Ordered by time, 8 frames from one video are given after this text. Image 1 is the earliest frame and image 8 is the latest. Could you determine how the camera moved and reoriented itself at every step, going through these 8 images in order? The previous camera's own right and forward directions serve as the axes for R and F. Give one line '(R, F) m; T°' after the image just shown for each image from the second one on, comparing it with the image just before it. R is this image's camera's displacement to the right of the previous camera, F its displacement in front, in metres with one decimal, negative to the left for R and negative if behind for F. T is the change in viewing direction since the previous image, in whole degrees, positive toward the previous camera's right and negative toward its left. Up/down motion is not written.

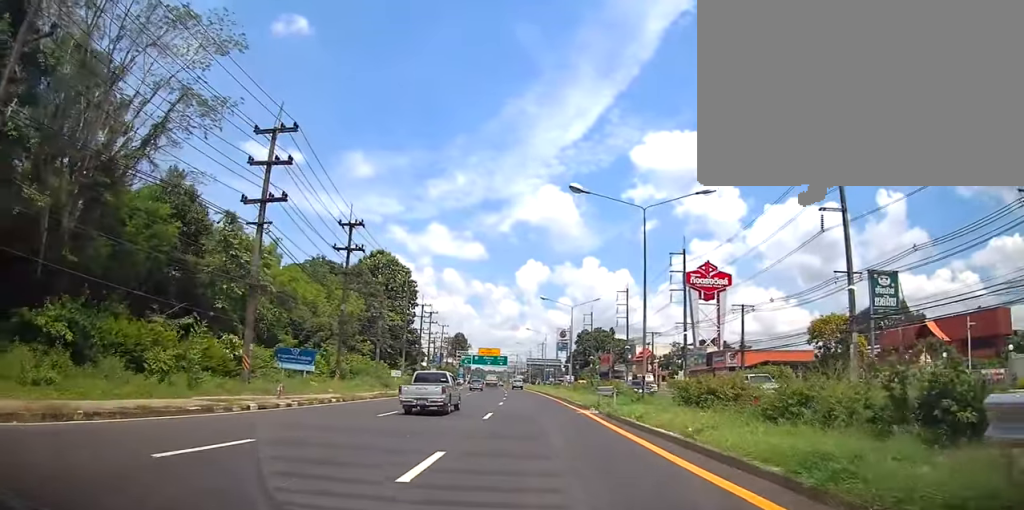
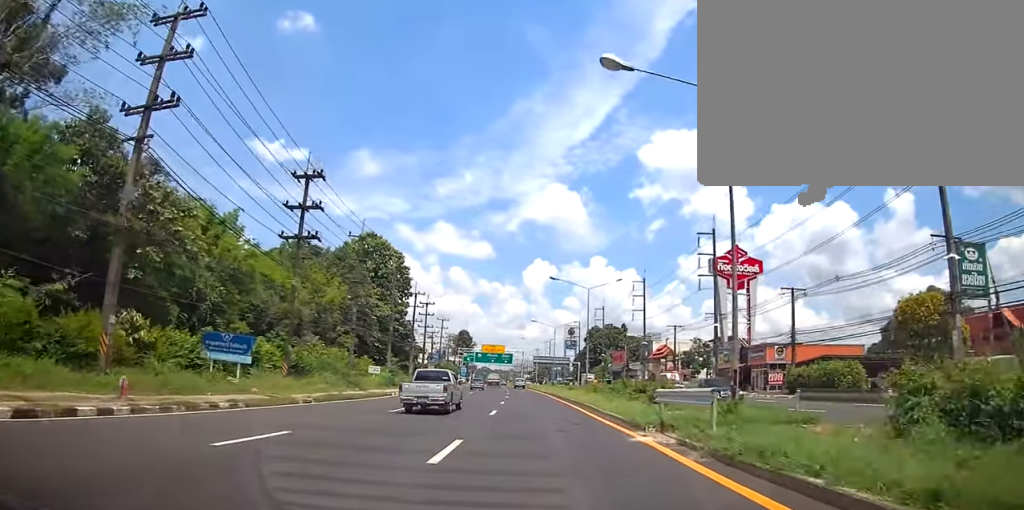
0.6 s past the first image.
(-0.1, +10.7) m; -1°
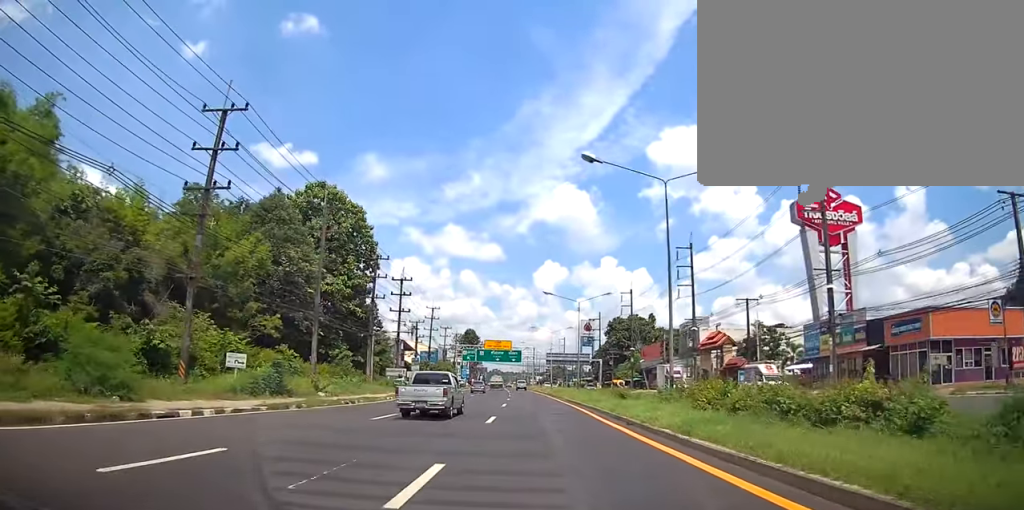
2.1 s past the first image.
(-0.6, +25.6) m; -2°
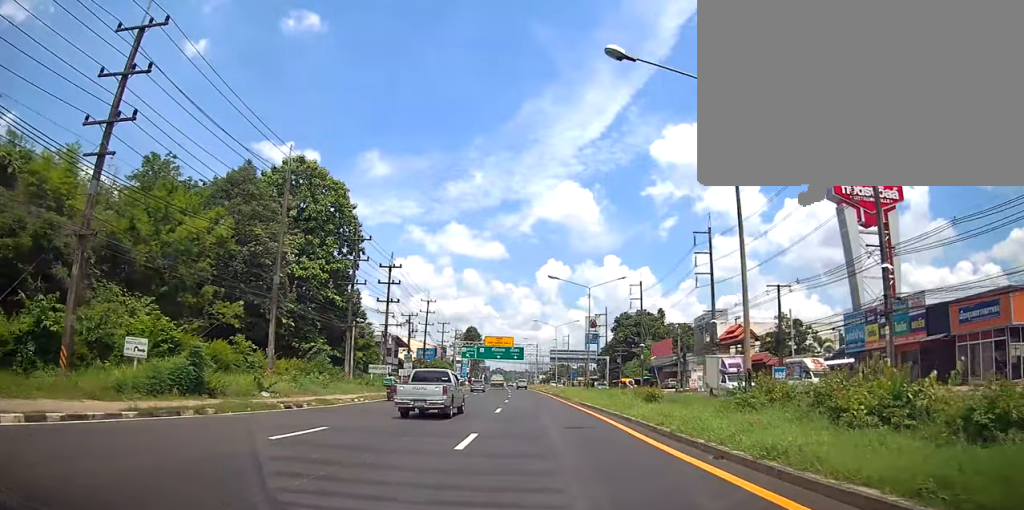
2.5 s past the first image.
(-0.1, +7.2) m; -1°
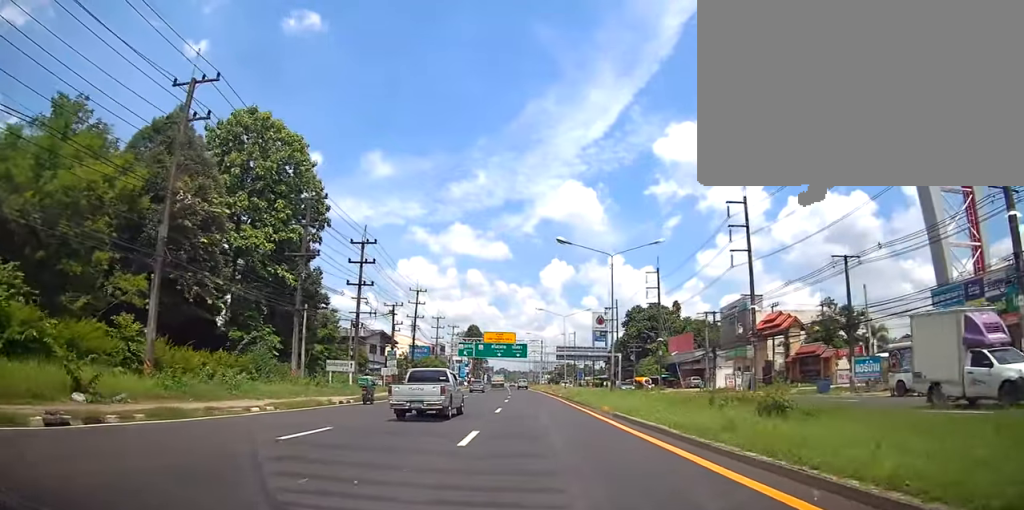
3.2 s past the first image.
(-0.1, +11.5) m; -1°
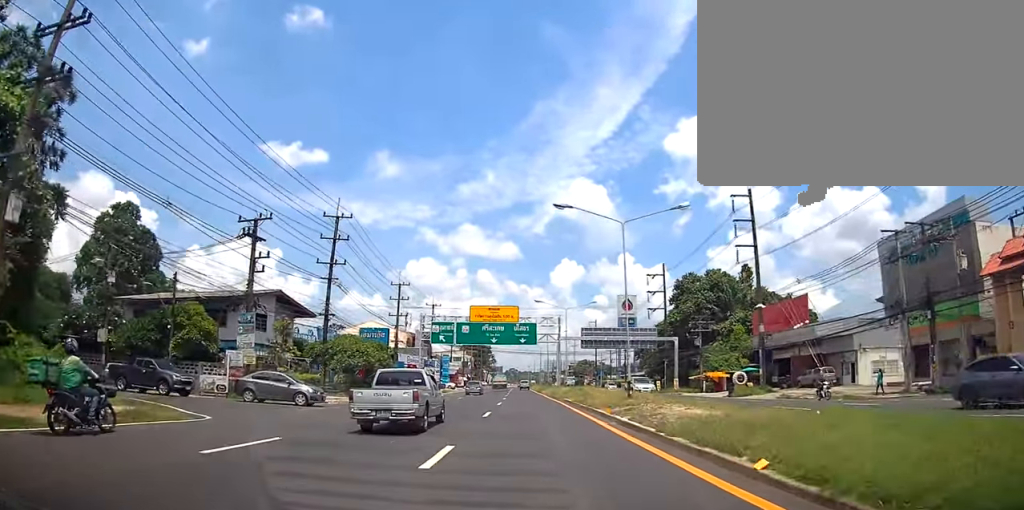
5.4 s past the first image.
(-0.6, +38.1) m; -1°
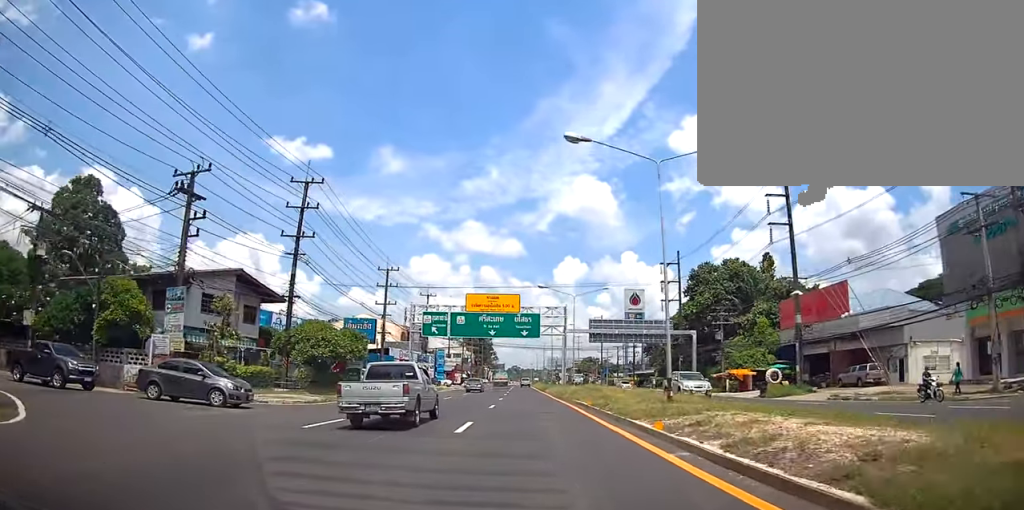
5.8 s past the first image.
(0.0, +7.5) m; 0°
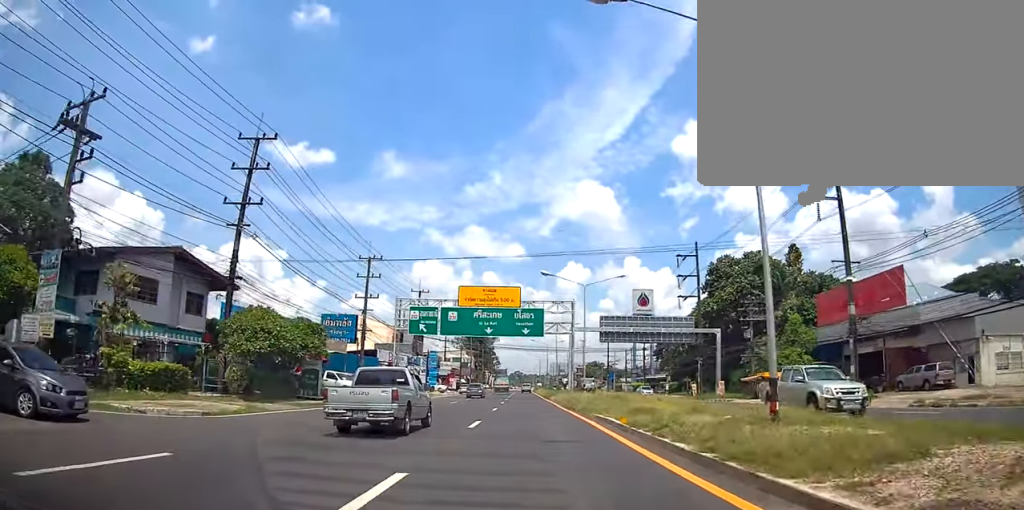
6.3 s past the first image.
(+0.1, +8.3) m; 0°
